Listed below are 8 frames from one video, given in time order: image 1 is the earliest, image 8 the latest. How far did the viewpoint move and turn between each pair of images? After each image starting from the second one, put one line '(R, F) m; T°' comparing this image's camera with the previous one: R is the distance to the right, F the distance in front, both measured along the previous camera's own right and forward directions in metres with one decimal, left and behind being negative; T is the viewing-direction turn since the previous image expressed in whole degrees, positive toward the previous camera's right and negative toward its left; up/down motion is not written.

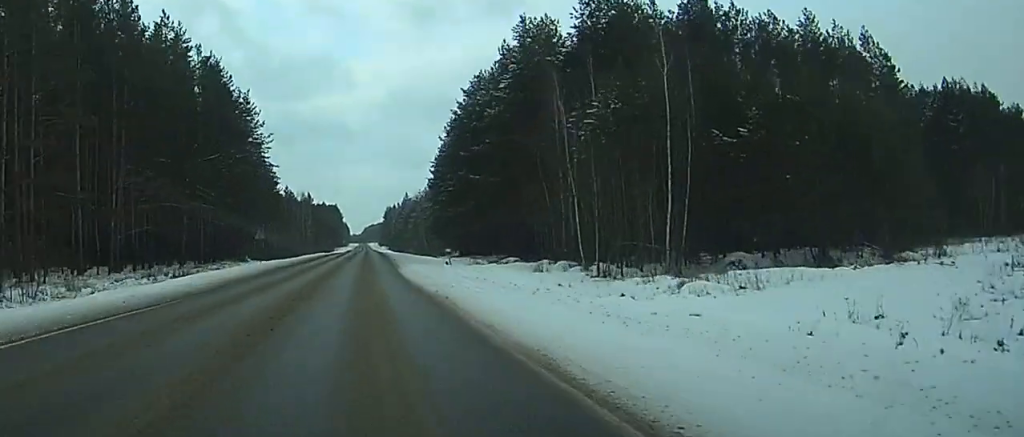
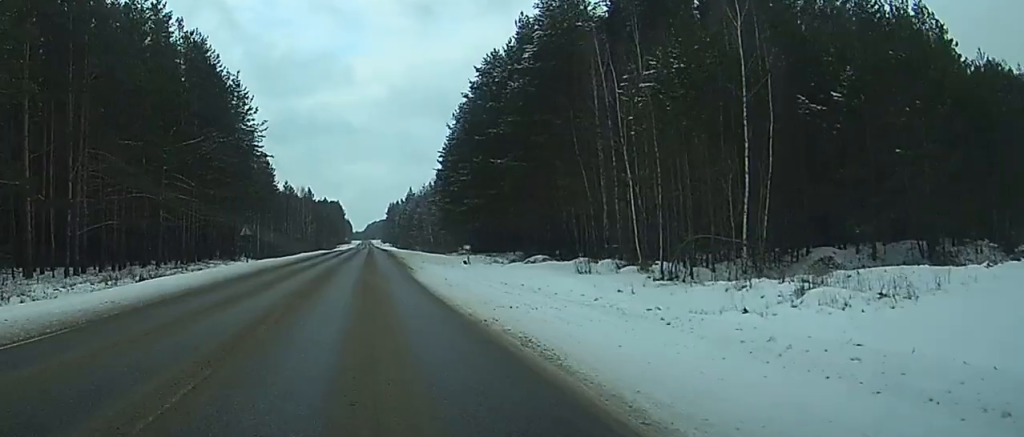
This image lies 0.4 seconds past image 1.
(0.0, +10.5) m; 0°
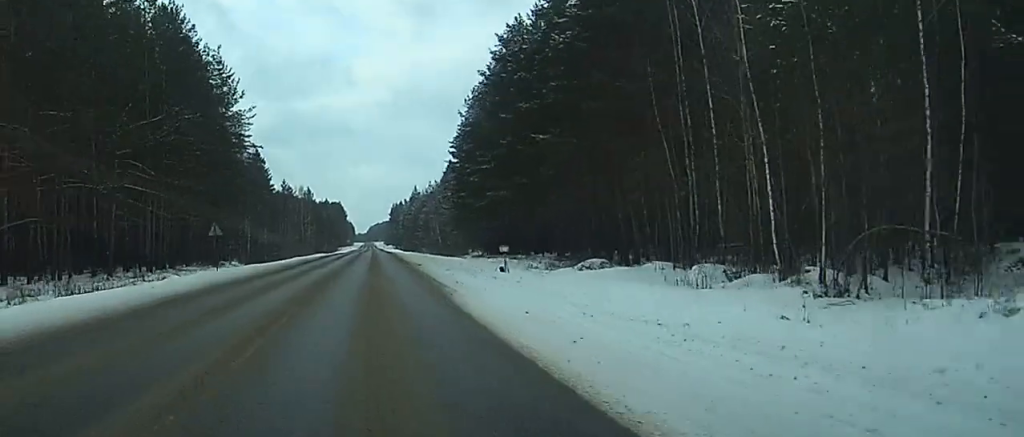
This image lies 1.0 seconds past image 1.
(0.0, +14.5) m; 0°
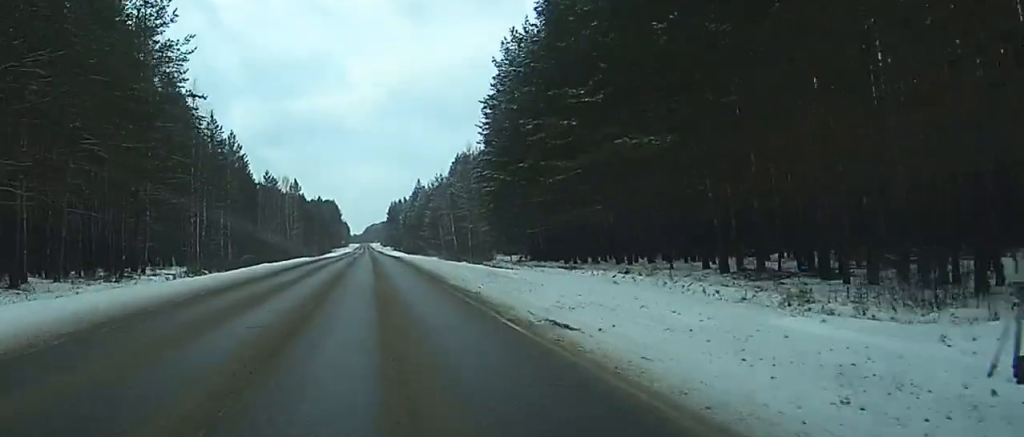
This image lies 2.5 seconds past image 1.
(-0.1, +36.0) m; 0°
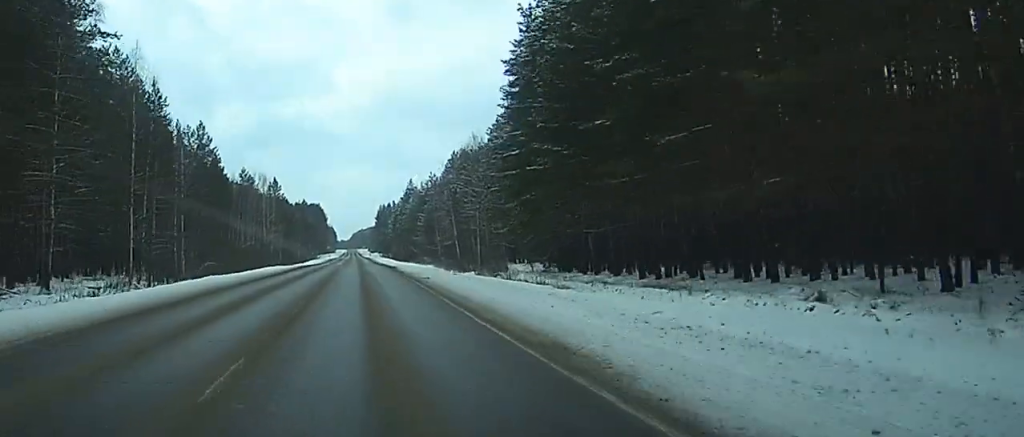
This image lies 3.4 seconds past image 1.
(0.0, +21.4) m; 0°
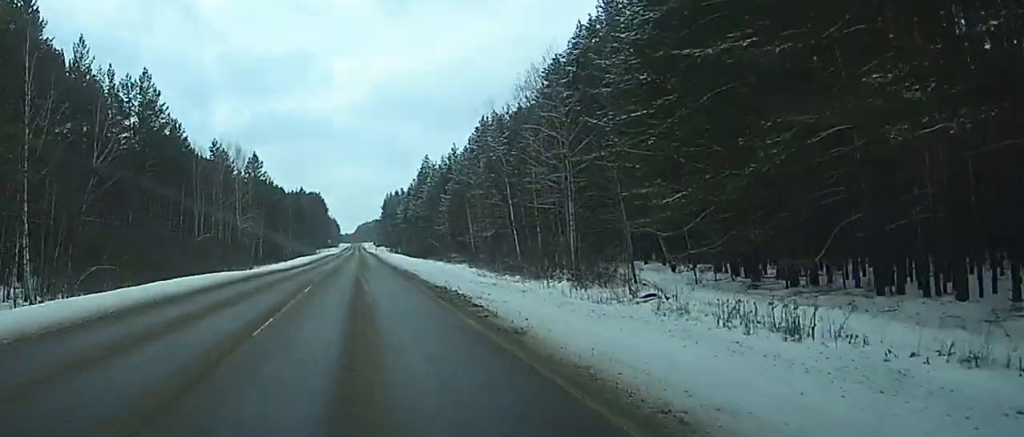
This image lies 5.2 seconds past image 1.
(+0.3, +42.4) m; +1°
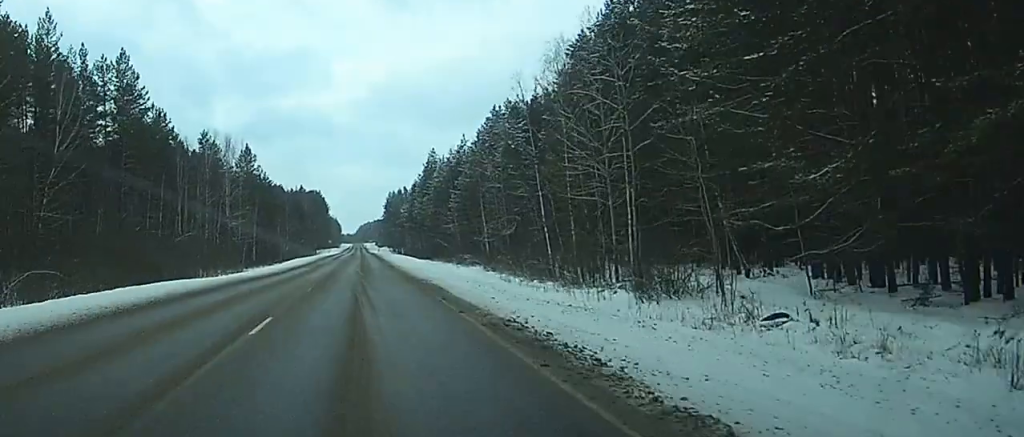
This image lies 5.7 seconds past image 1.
(+0.1, +11.7) m; 0°
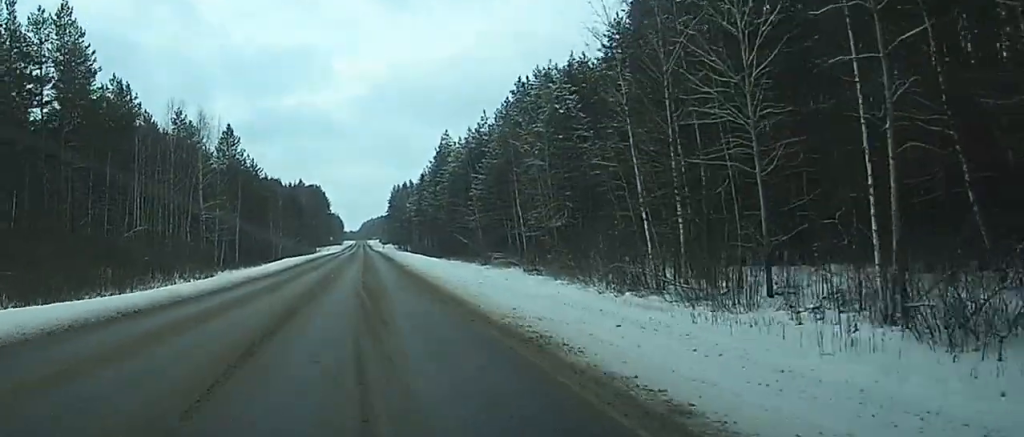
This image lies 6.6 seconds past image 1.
(0.0, +21.3) m; 0°
